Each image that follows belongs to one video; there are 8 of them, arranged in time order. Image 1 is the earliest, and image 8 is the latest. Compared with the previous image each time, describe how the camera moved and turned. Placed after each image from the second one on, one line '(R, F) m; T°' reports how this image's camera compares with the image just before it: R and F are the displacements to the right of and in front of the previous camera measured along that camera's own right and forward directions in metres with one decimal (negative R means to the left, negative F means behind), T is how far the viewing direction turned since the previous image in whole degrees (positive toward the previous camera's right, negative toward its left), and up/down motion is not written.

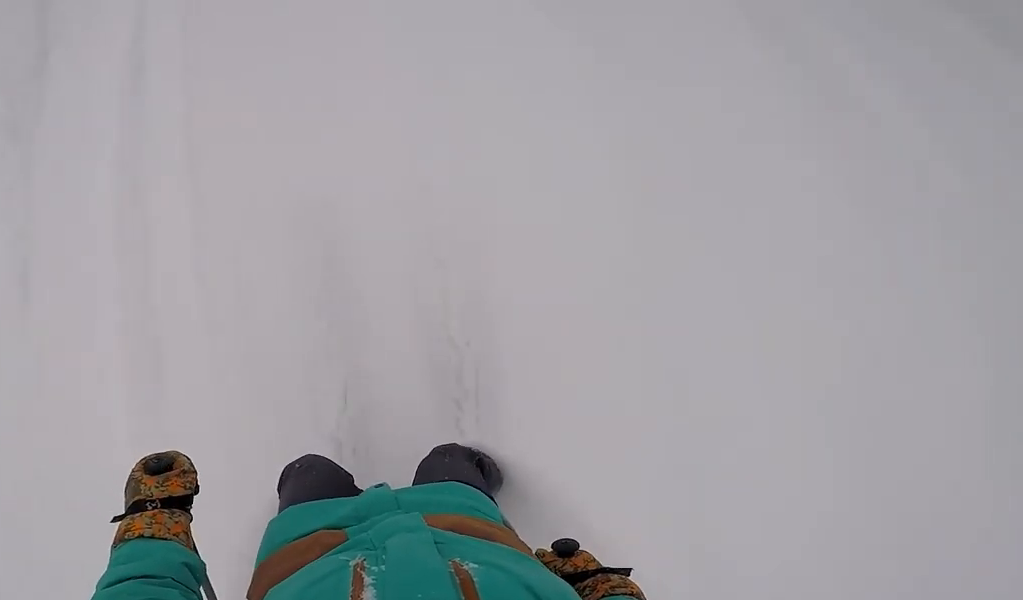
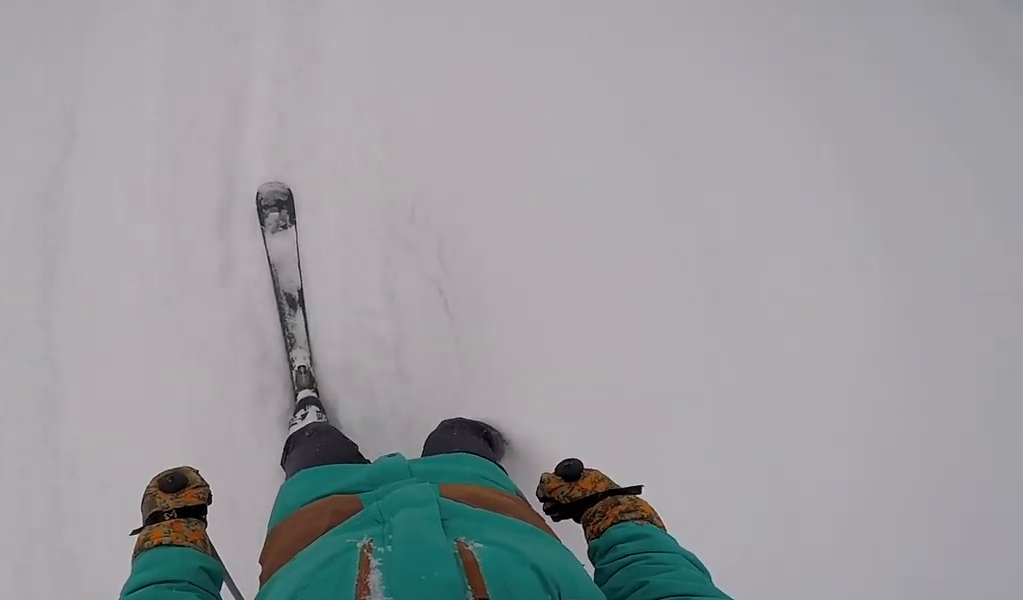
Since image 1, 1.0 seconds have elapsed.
(+0.1, +6.5) m; 0°
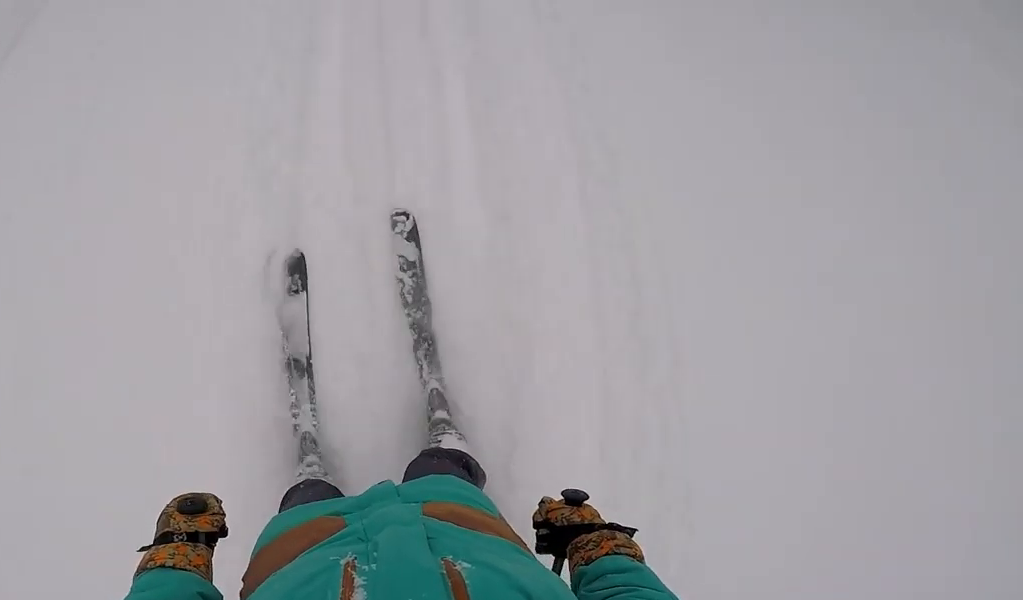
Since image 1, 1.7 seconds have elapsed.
(-0.2, +4.9) m; -2°
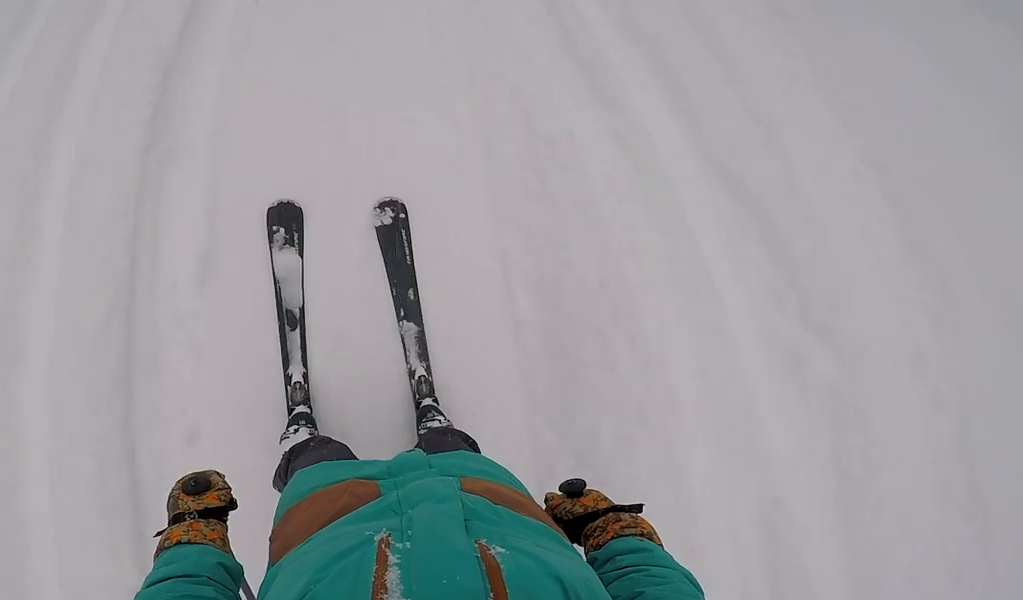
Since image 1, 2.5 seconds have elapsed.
(+0.4, +5.7) m; -10°
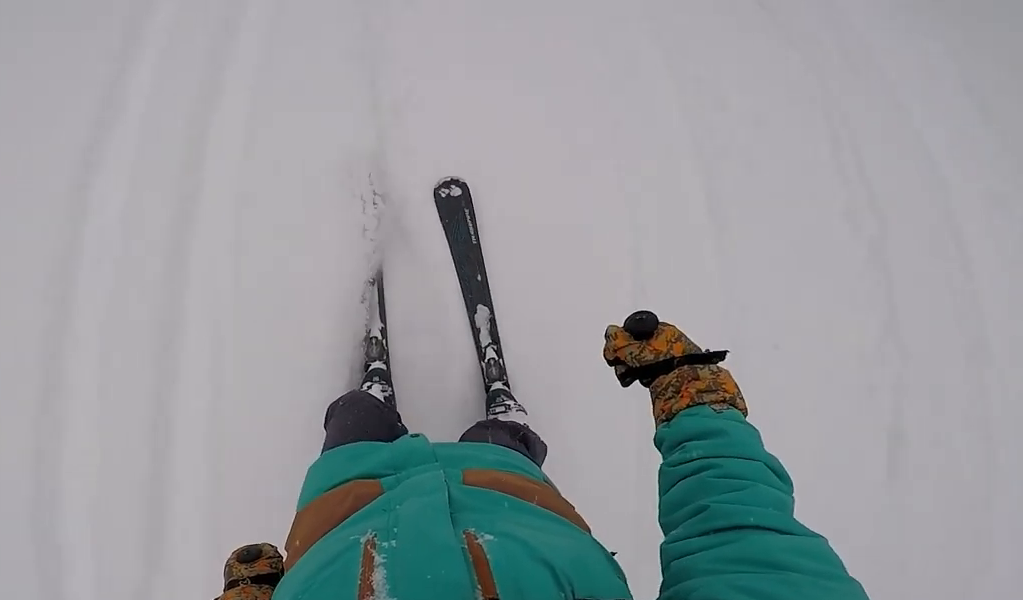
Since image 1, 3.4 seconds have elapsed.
(-1.4, +5.5) m; +1°
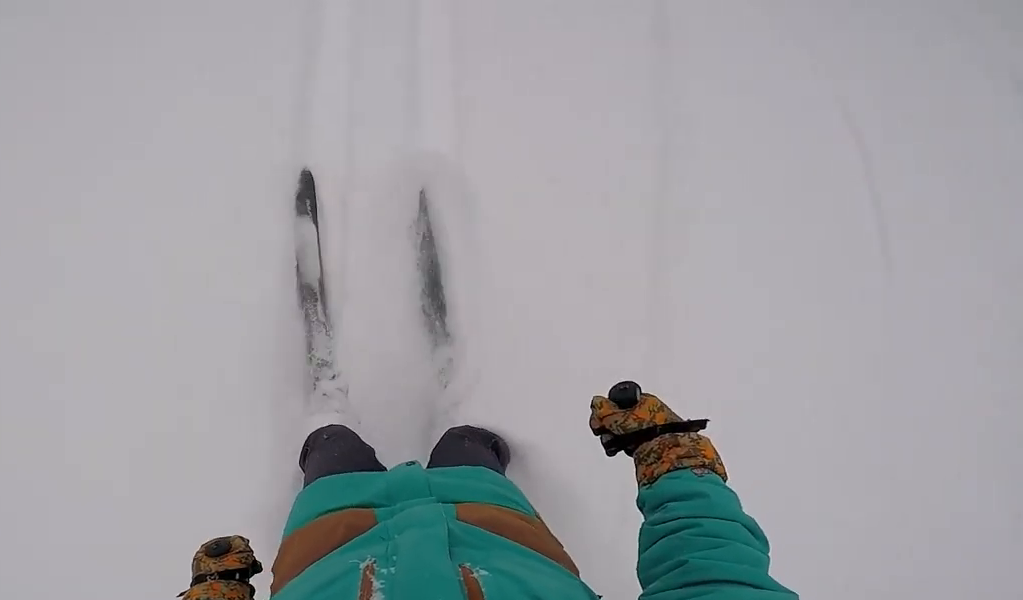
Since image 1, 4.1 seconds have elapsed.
(+0.7, +4.7) m; +7°
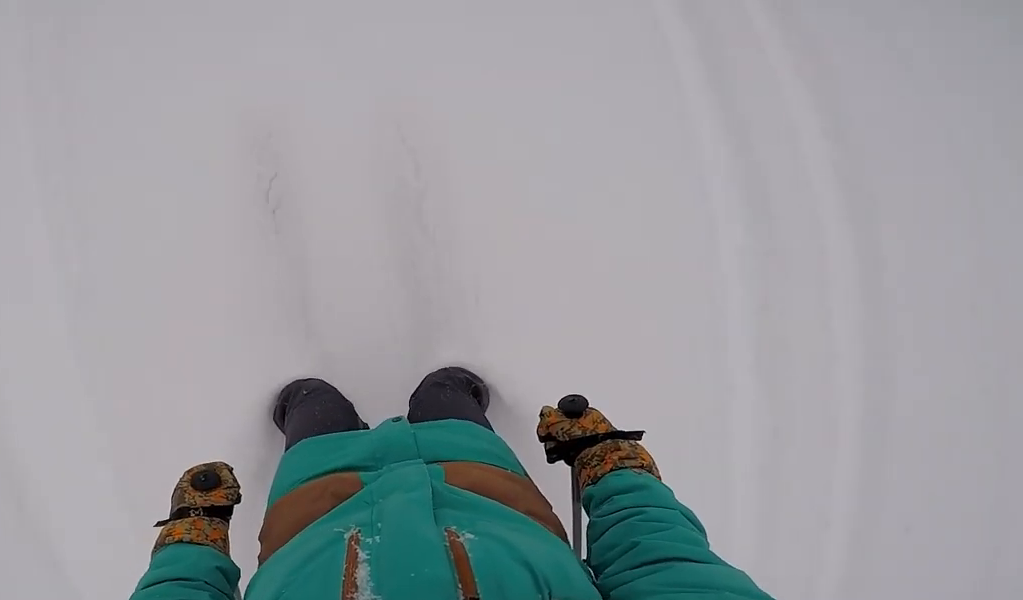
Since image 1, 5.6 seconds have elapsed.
(+0.6, +9.7) m; +4°
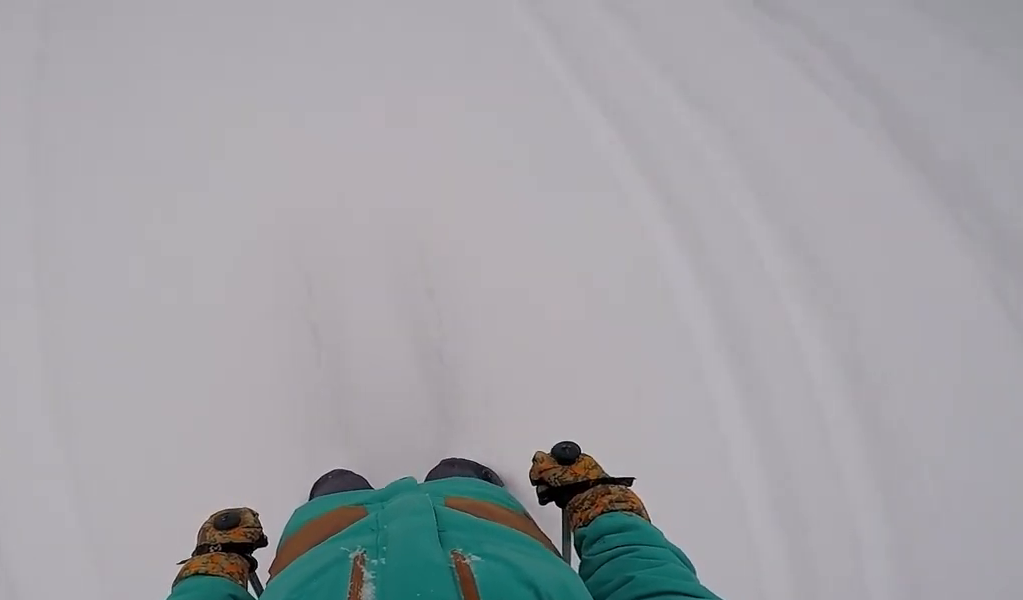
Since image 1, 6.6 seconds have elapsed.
(+0.4, +5.6) m; -8°
